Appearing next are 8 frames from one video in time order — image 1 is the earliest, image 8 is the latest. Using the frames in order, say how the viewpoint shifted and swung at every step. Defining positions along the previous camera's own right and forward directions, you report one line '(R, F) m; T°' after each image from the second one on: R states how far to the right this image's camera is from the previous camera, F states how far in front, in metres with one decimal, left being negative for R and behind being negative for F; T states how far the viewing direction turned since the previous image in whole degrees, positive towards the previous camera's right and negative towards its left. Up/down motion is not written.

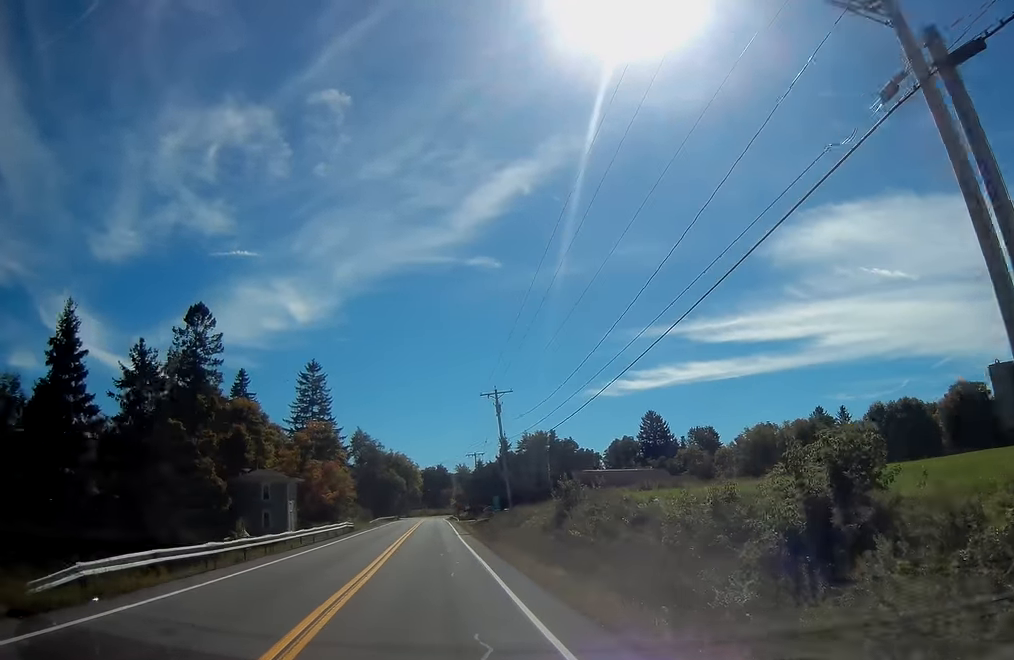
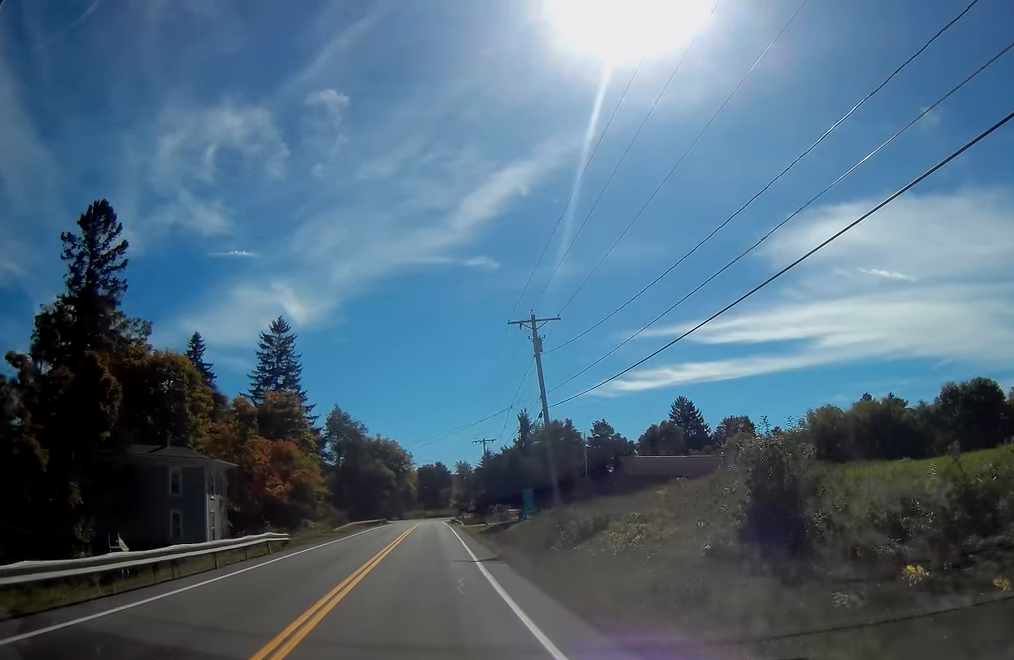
(+0.1, +25.4) m; 0°
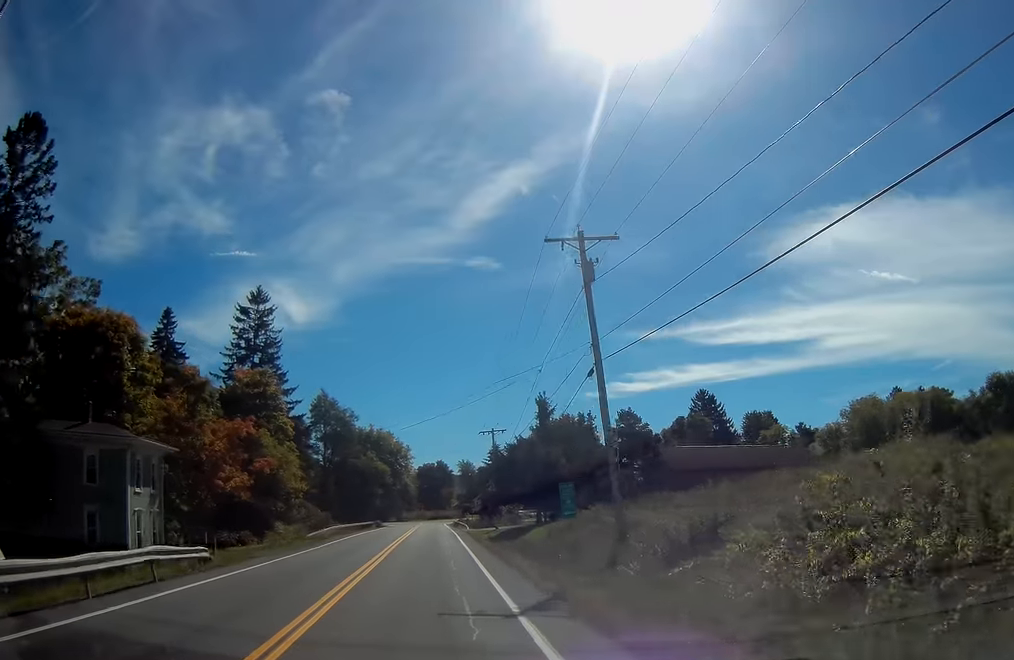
(-0.2, +12.5) m; 0°
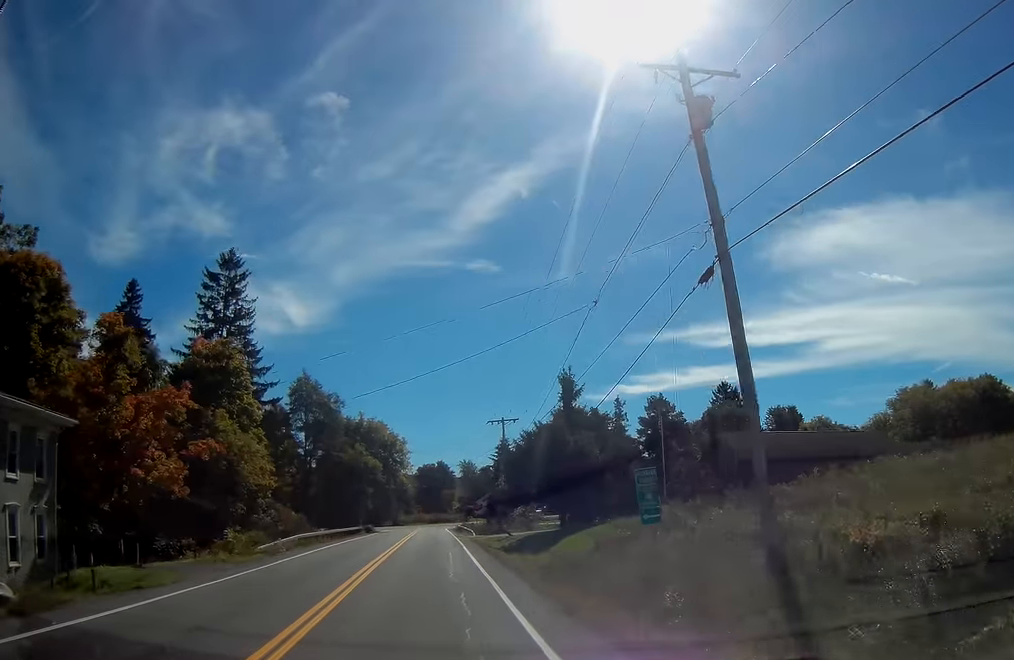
(+0.1, +12.1) m; 0°
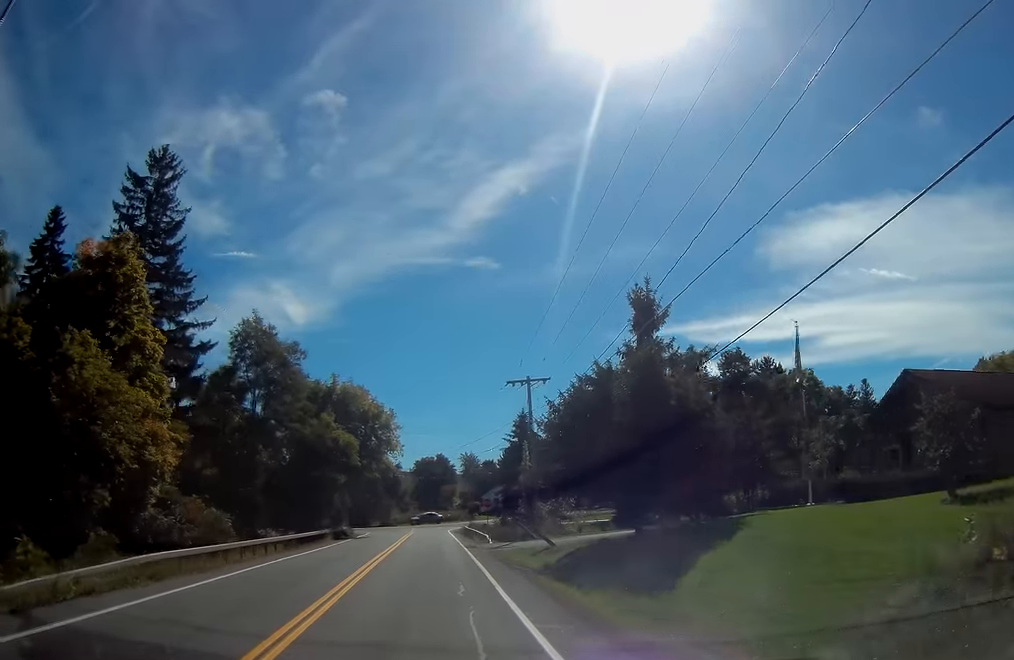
(+0.1, +19.6) m; 0°
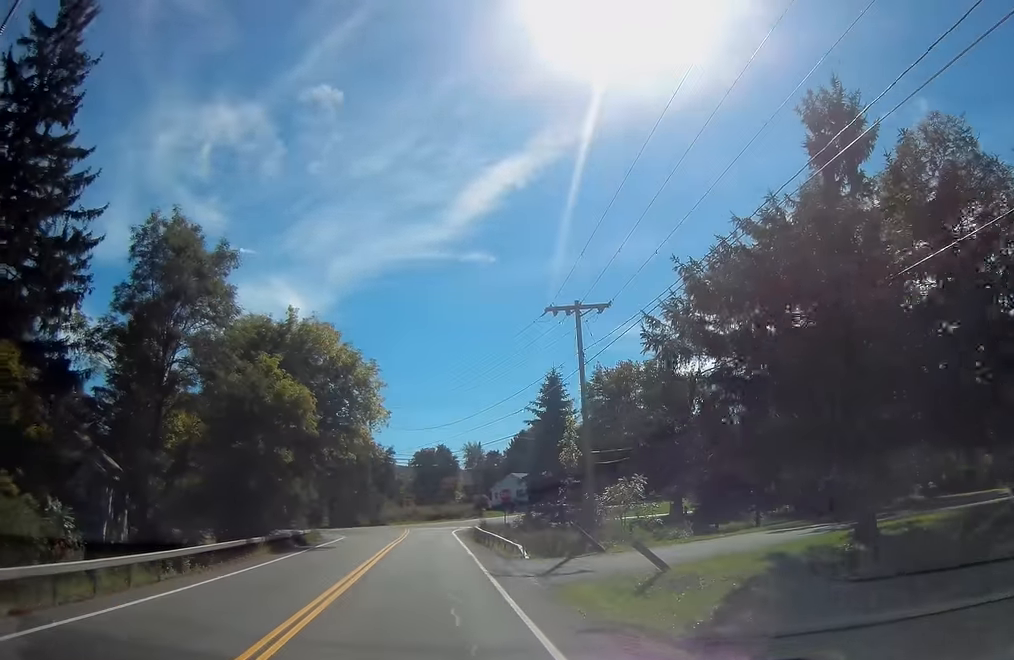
(-0.1, +17.5) m; 0°
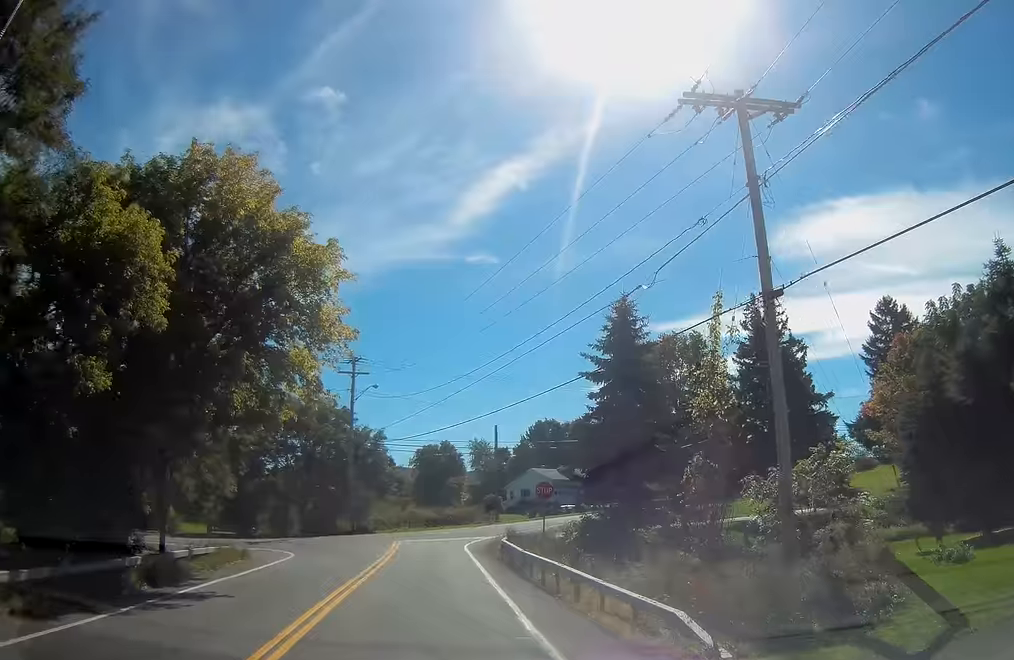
(+0.2, +18.2) m; 0°
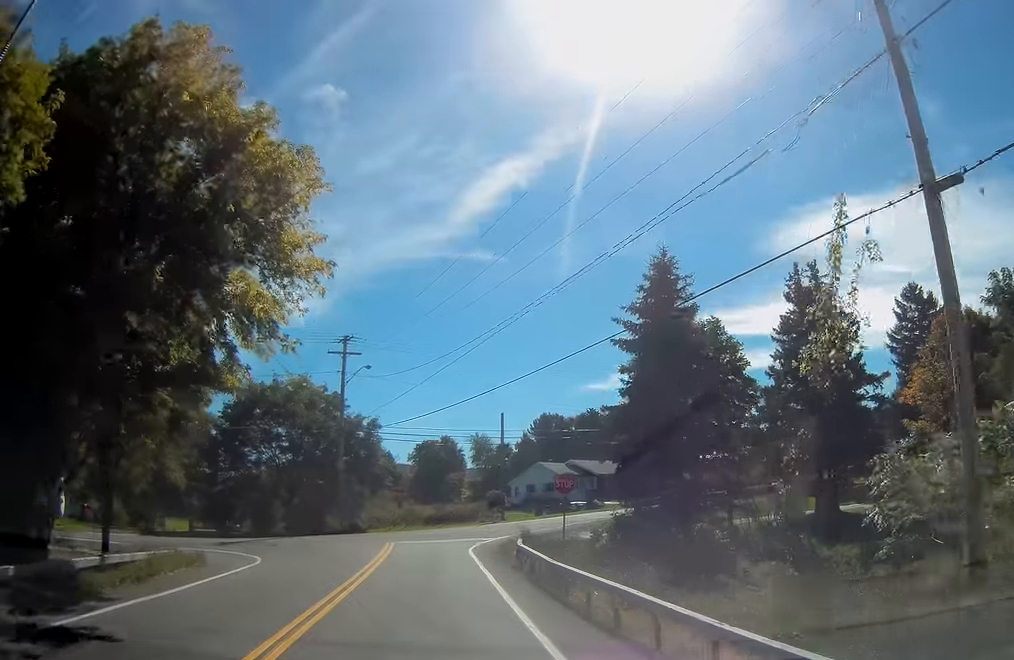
(0.0, +5.7) m; 0°
